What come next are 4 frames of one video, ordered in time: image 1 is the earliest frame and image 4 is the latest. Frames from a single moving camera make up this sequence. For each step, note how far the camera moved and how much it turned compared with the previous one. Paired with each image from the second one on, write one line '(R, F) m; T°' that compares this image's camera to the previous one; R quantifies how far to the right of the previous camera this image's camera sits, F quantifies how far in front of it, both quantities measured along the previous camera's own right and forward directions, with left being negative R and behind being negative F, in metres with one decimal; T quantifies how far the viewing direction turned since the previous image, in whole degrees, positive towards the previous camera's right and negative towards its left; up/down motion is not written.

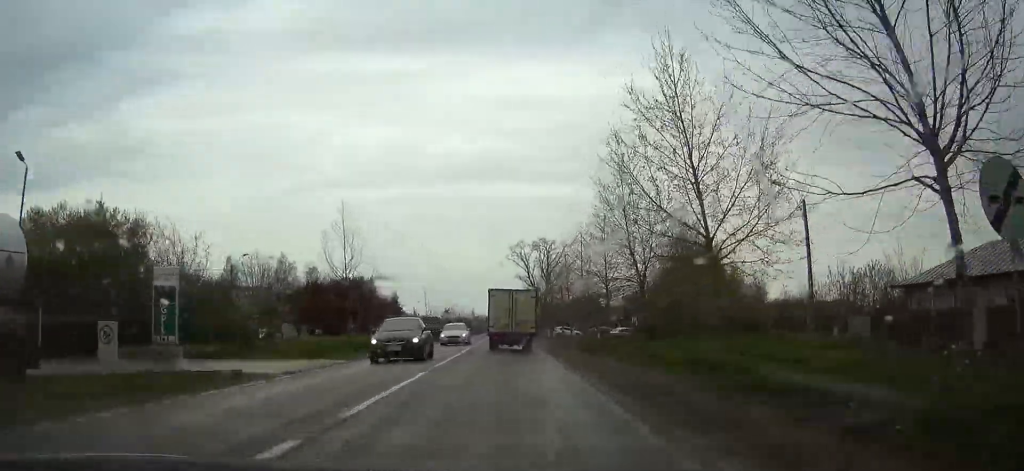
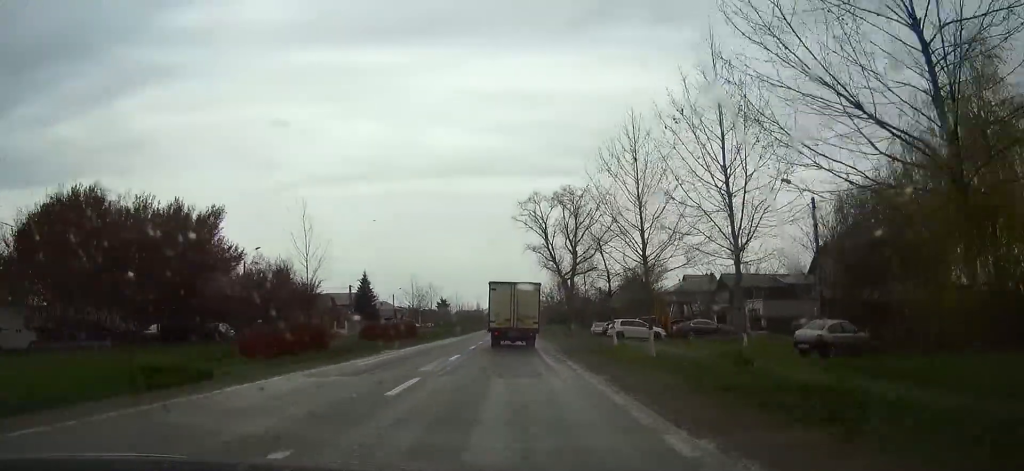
(0.0, +49.8) m; 0°
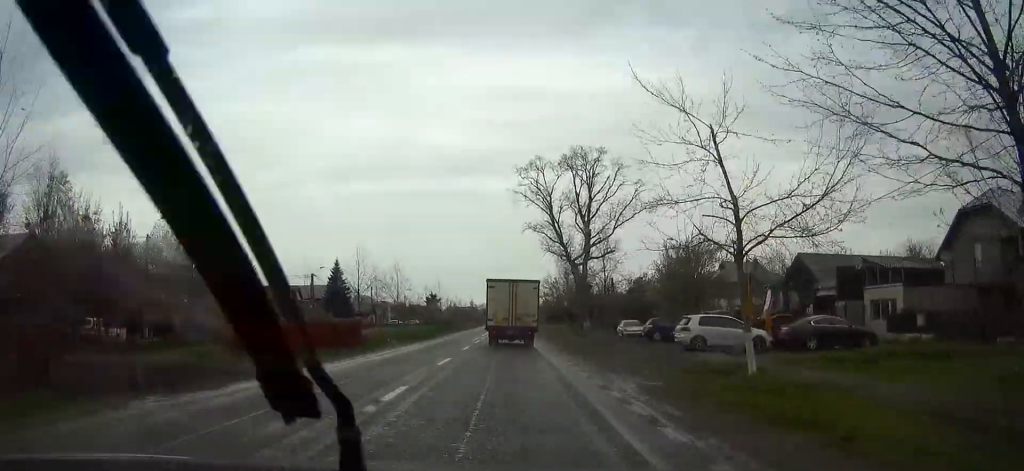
(0.0, +21.5) m; 0°
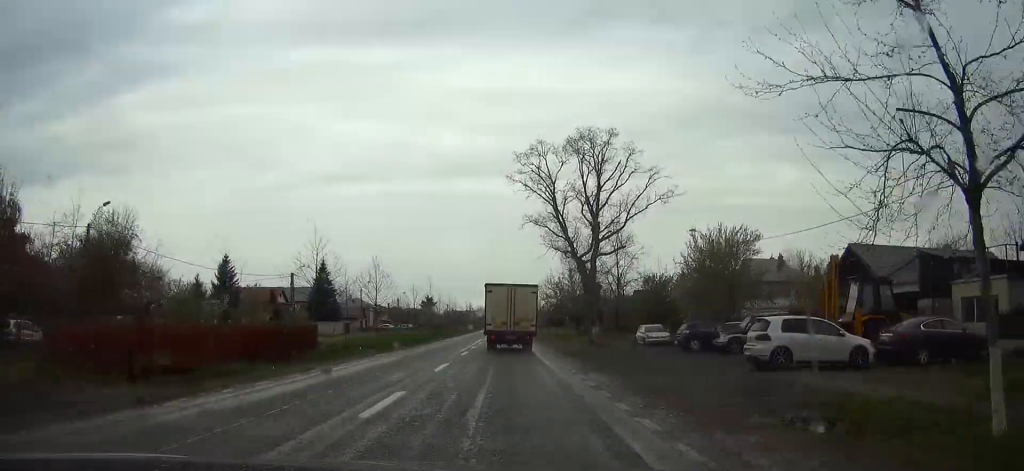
(0.0, +9.0) m; 0°
